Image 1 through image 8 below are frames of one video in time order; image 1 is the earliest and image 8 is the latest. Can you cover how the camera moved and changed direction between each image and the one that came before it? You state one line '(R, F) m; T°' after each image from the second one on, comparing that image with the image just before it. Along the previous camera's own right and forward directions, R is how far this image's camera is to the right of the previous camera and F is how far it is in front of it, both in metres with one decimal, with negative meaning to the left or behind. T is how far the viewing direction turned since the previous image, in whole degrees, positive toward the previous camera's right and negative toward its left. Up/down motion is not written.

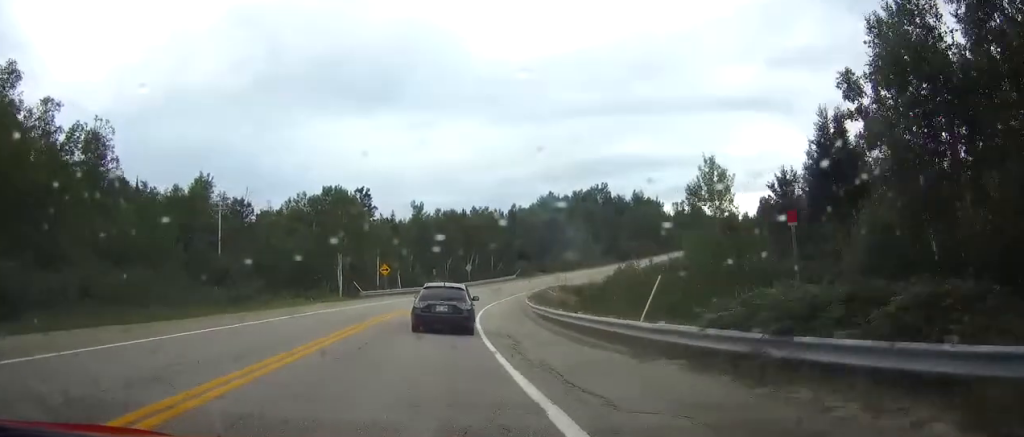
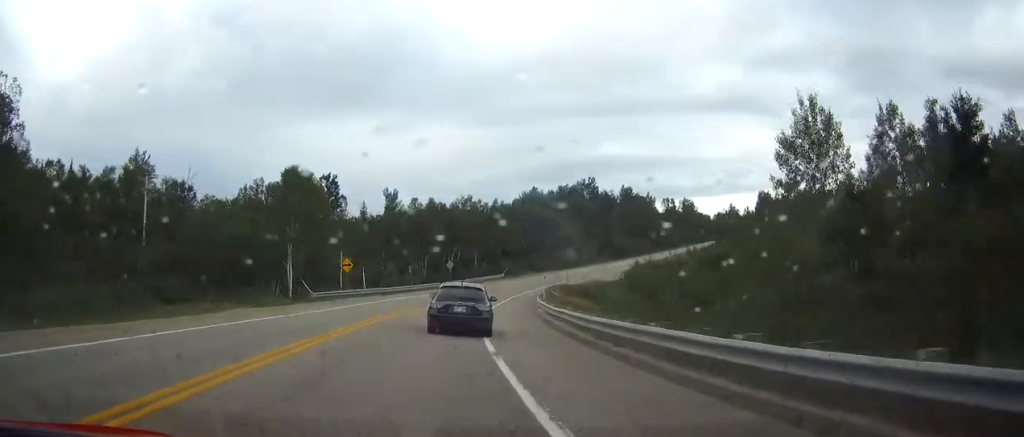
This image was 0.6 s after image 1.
(0.0, +15.9) m; +1°
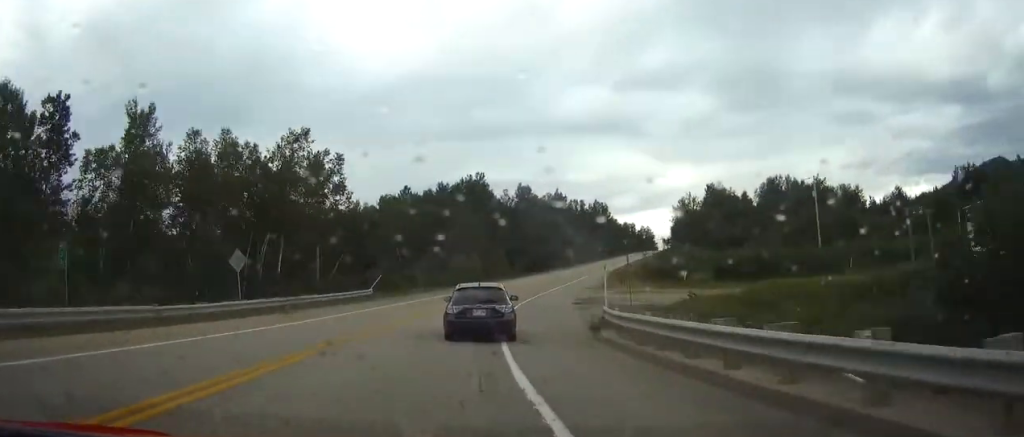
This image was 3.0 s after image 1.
(+4.8, +57.0) m; +11°
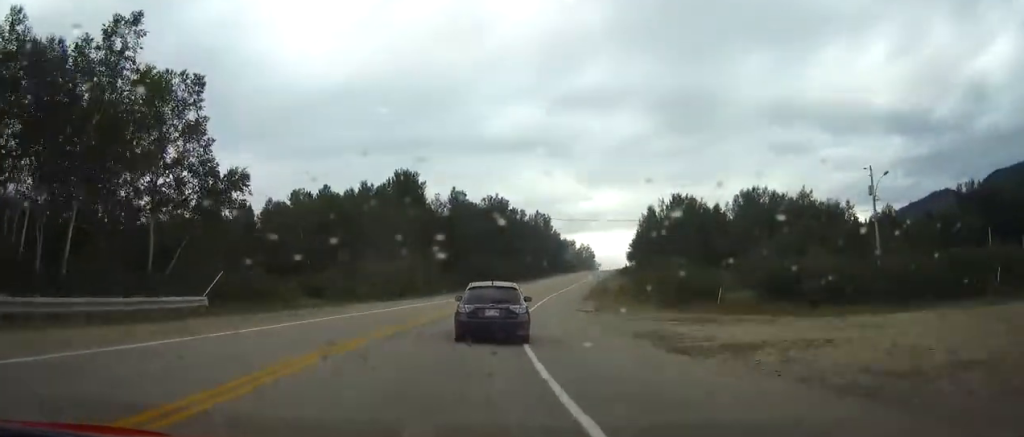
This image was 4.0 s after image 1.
(+1.4, +24.2) m; +7°
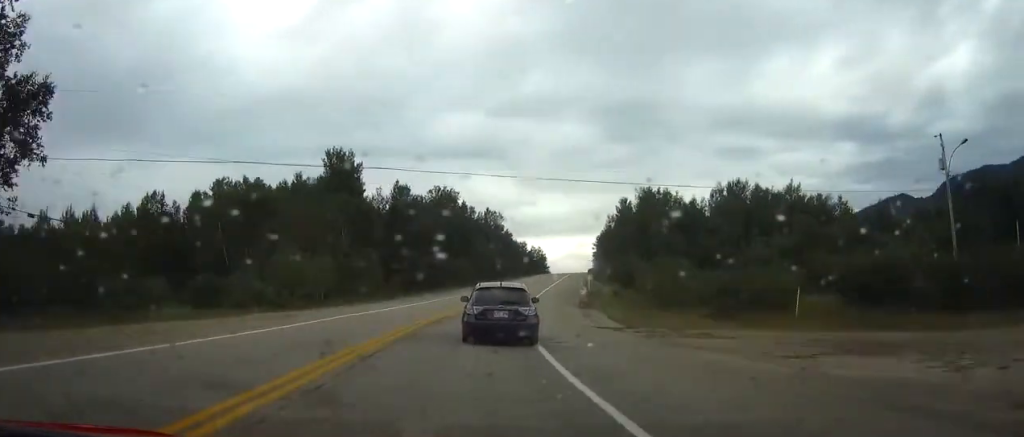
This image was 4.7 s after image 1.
(+0.6, +16.9) m; +5°
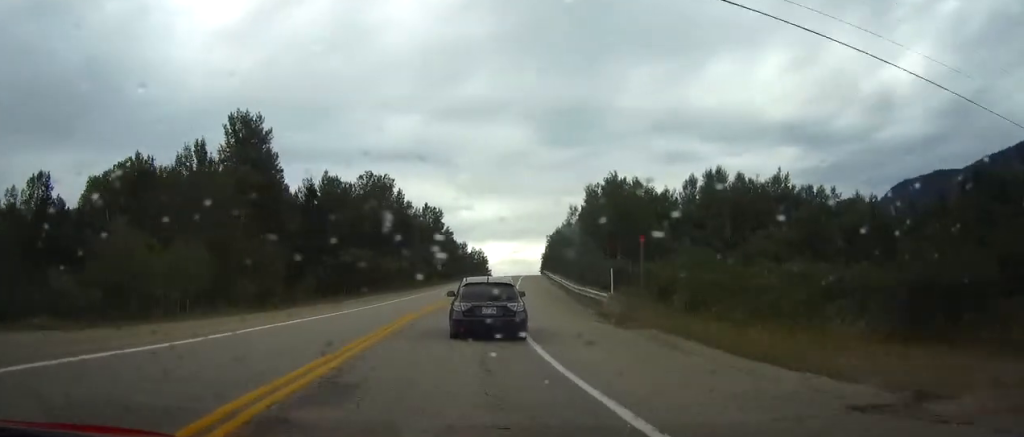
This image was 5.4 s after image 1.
(+0.7, +18.3) m; +6°
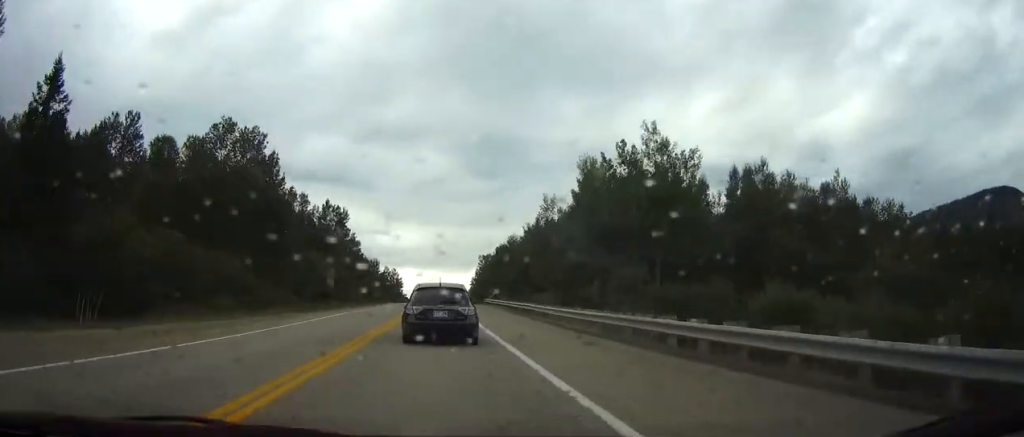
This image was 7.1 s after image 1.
(+3.2, +39.7) m; +6°
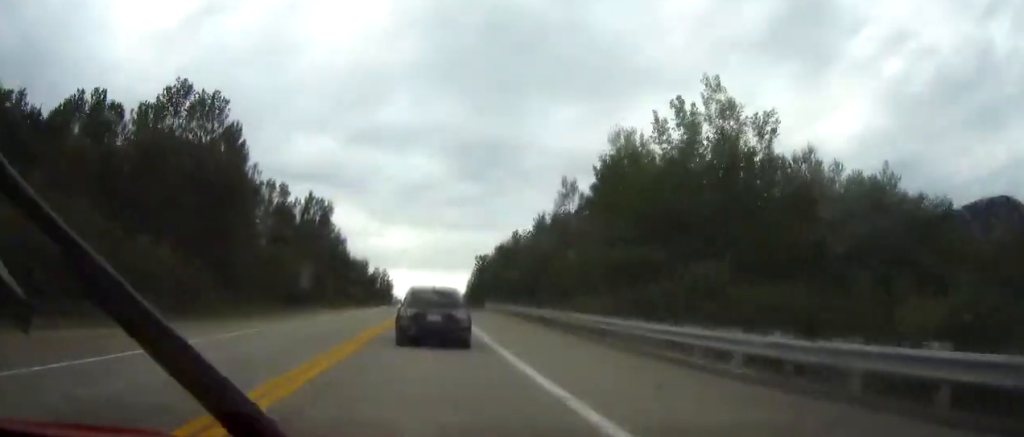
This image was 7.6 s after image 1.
(-0.1, +11.6) m; +1°
